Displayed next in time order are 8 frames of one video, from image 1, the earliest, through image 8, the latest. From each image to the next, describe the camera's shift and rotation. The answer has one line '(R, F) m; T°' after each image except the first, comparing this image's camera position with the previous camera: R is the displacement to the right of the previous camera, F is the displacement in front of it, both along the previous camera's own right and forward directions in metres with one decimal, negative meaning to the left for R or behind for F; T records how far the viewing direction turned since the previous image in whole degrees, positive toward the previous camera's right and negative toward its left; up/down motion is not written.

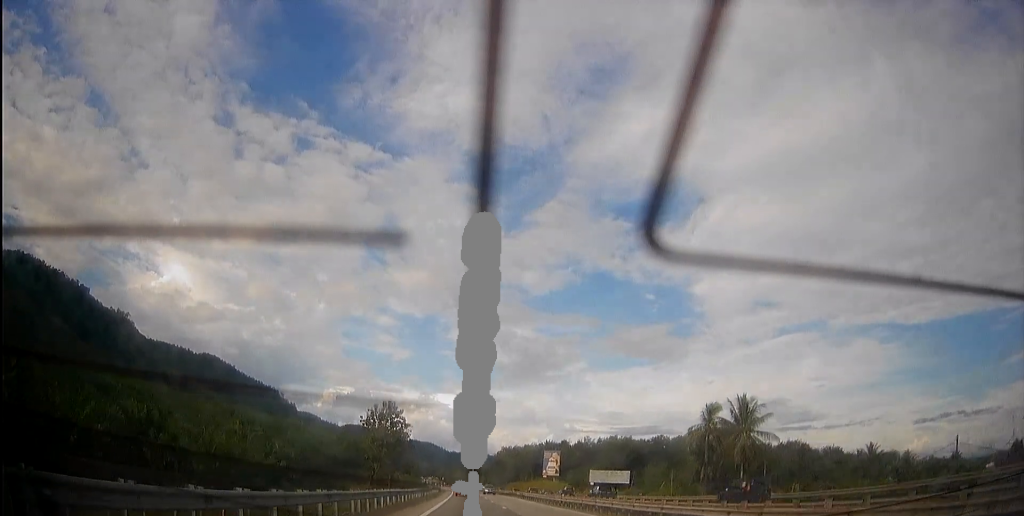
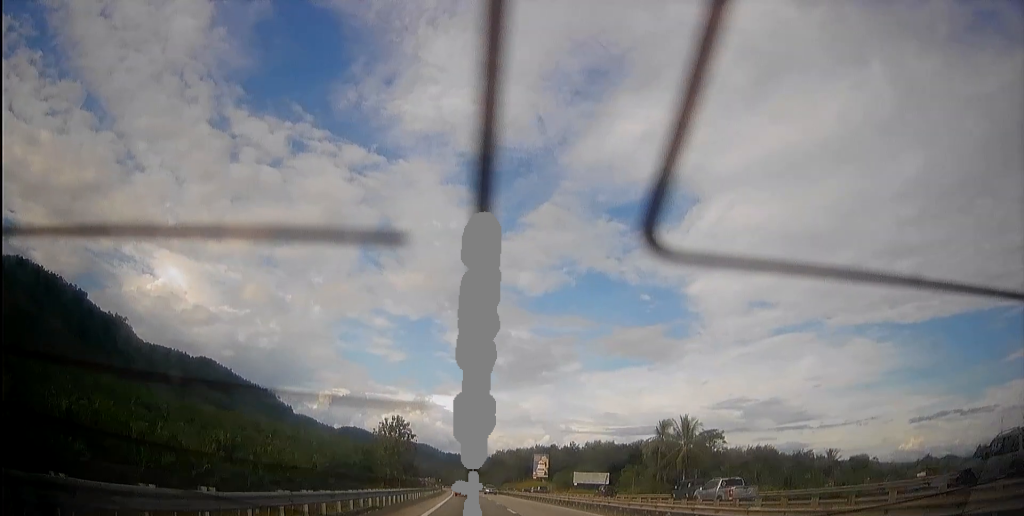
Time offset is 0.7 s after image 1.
(-0.1, +19.8) m; 0°
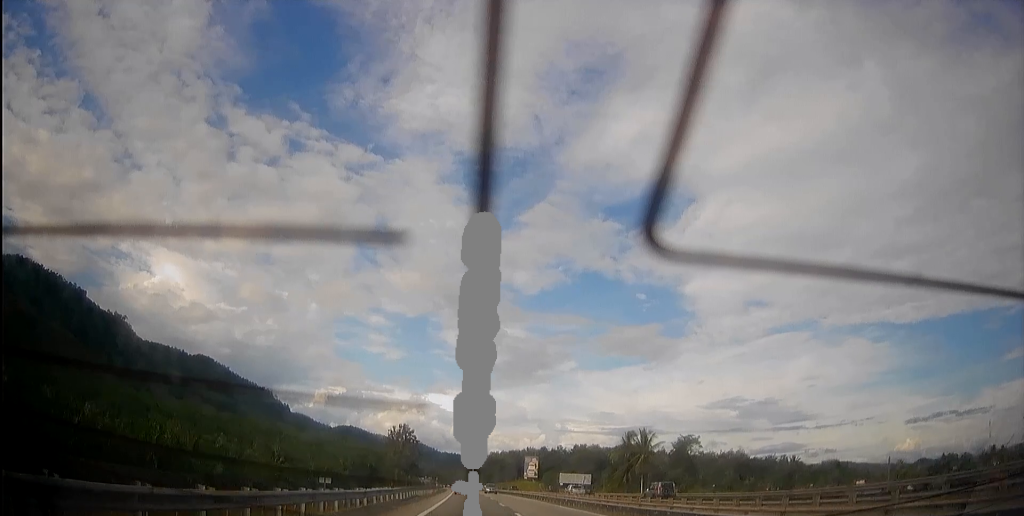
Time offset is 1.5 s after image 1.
(0.0, +22.0) m; 0°
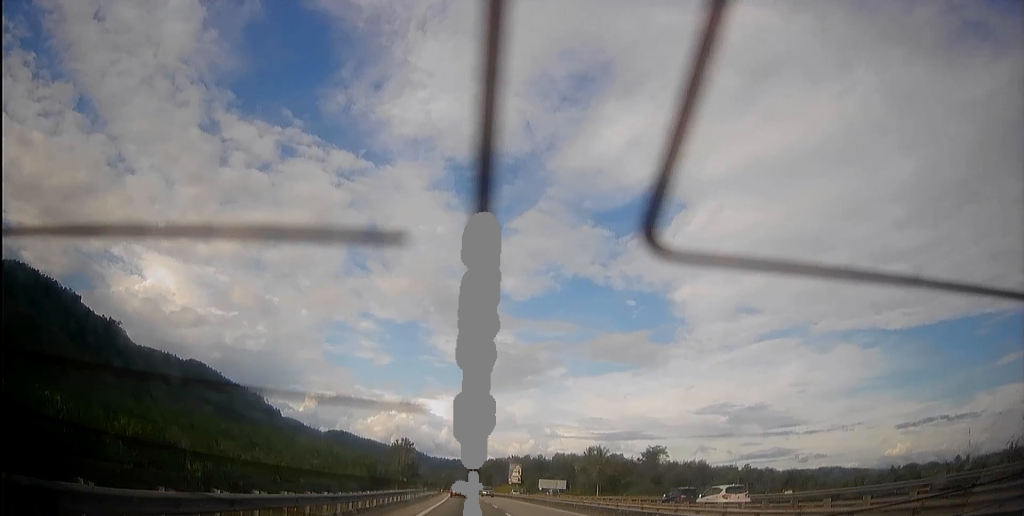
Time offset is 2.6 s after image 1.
(-0.2, +28.3) m; -1°
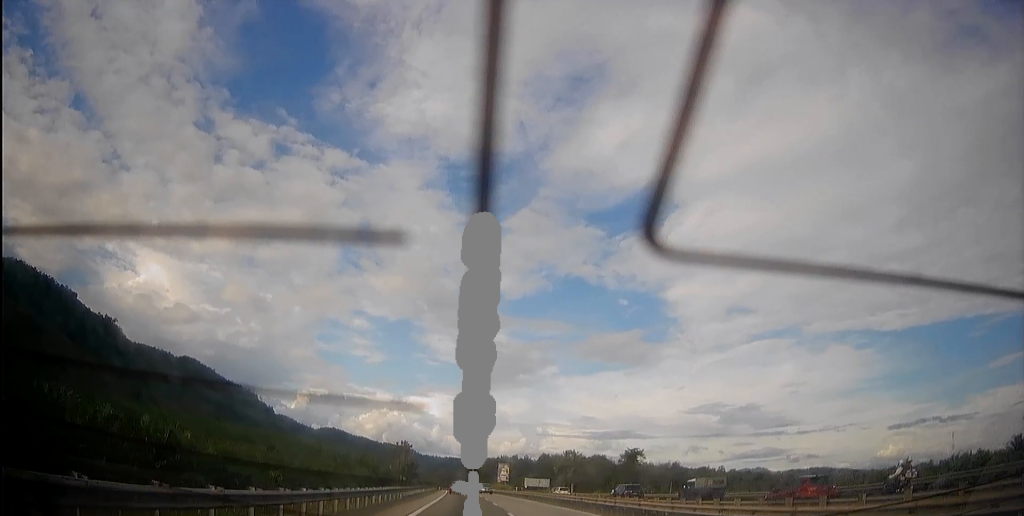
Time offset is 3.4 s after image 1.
(-0.2, +22.7) m; -1°
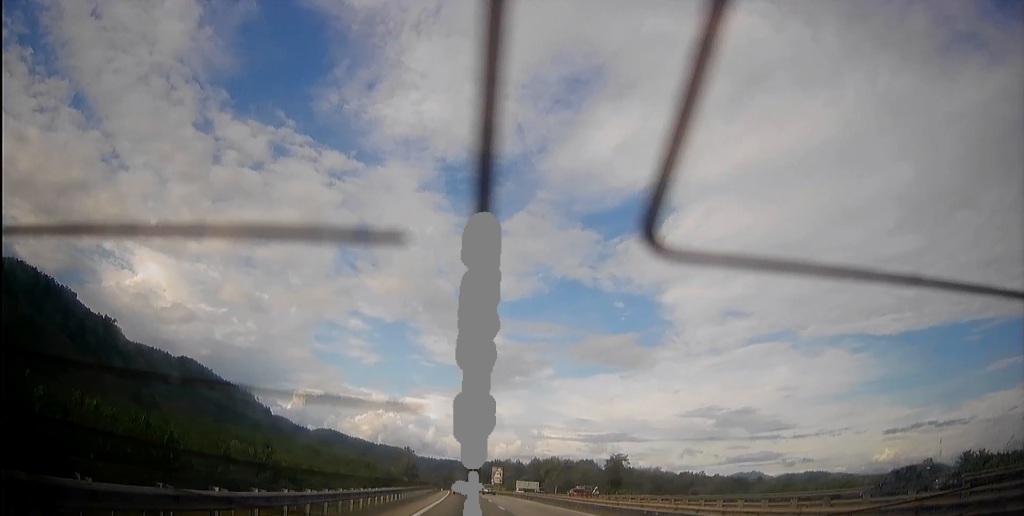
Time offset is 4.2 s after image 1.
(-0.2, +22.7) m; -1°
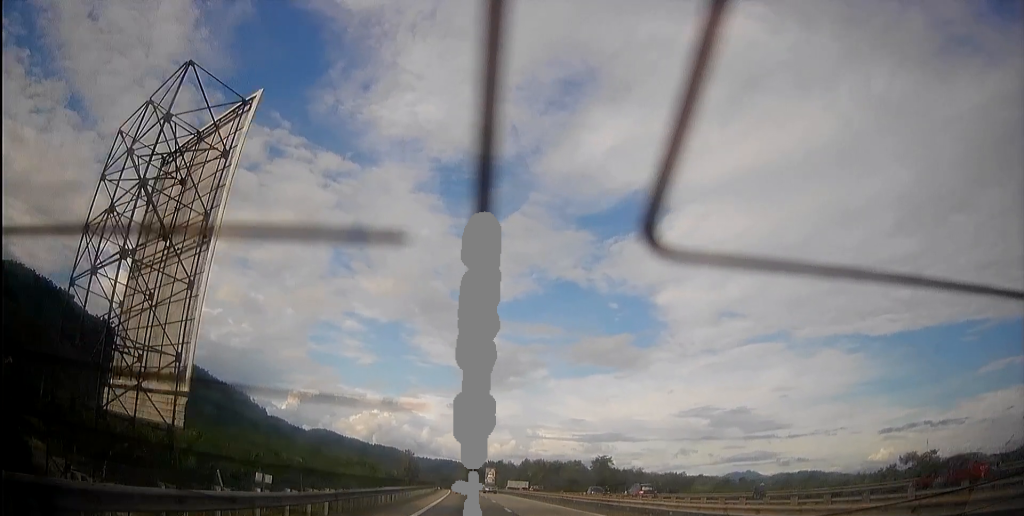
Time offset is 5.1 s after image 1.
(-0.1, +22.7) m; 0°
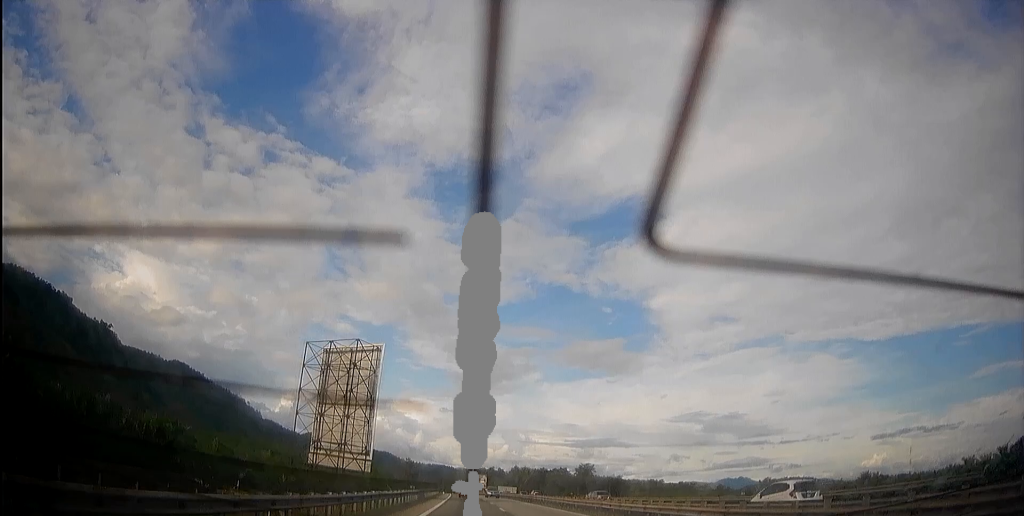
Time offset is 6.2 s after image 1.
(-0.1, +30.4) m; 0°
